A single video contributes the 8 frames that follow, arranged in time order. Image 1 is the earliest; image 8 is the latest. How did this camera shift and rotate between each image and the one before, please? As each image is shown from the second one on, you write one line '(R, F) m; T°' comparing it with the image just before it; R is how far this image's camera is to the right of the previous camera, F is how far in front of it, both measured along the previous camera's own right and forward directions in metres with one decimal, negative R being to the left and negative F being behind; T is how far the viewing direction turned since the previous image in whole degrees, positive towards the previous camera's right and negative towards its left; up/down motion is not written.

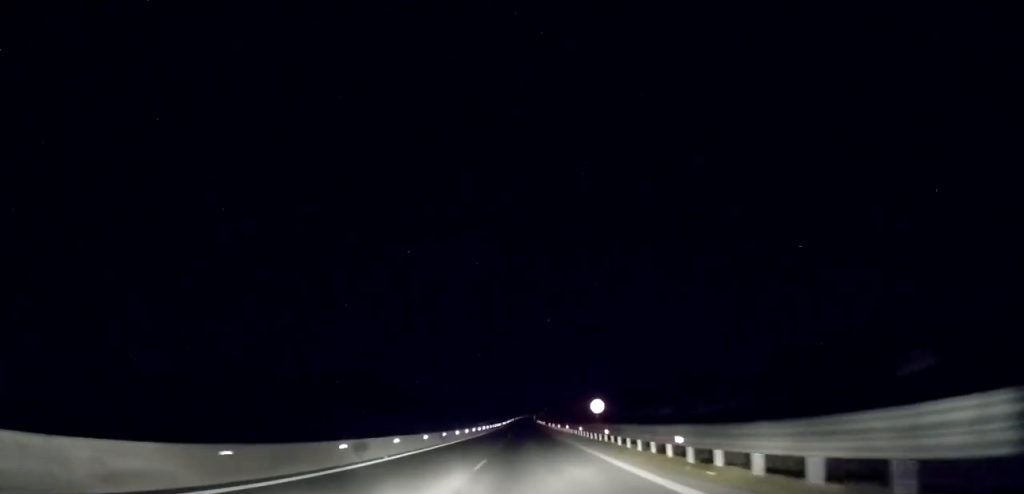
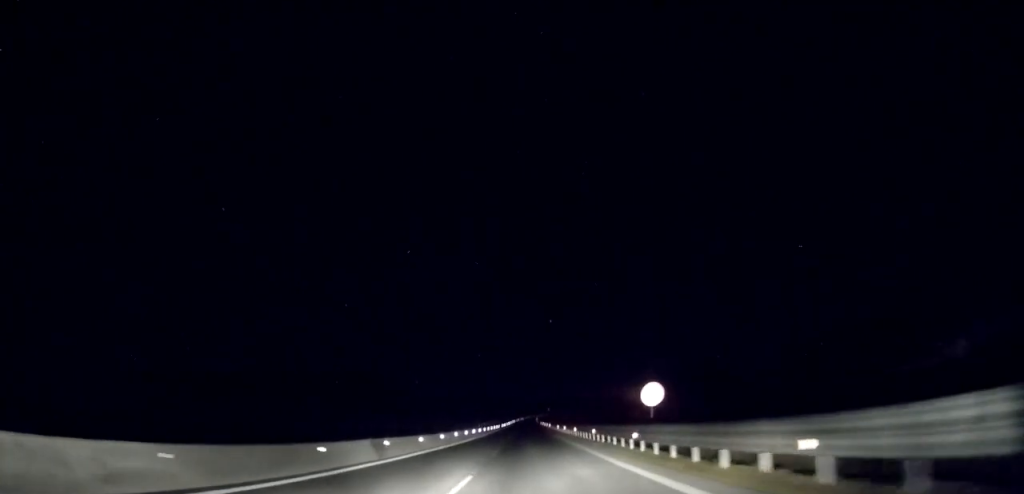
(+0.2, +18.6) m; 0°
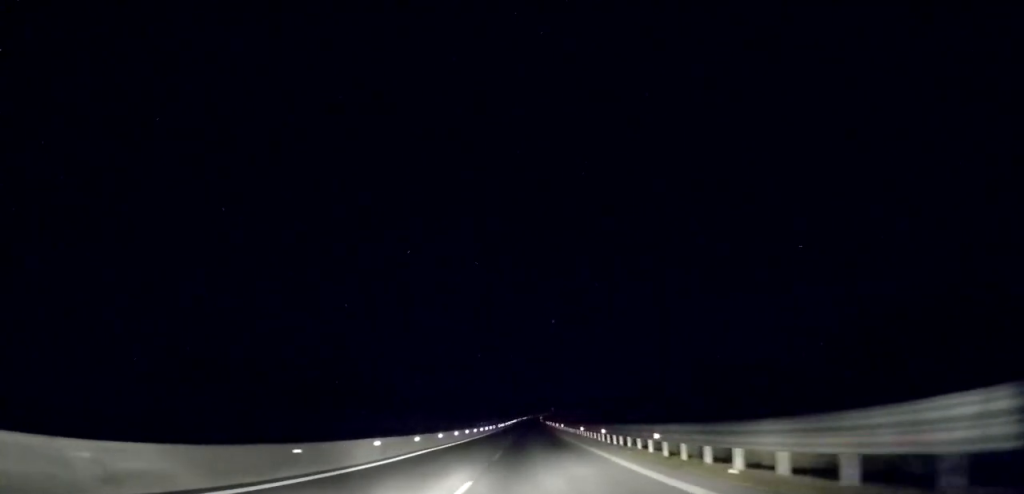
(-0.3, +26.3) m; -1°
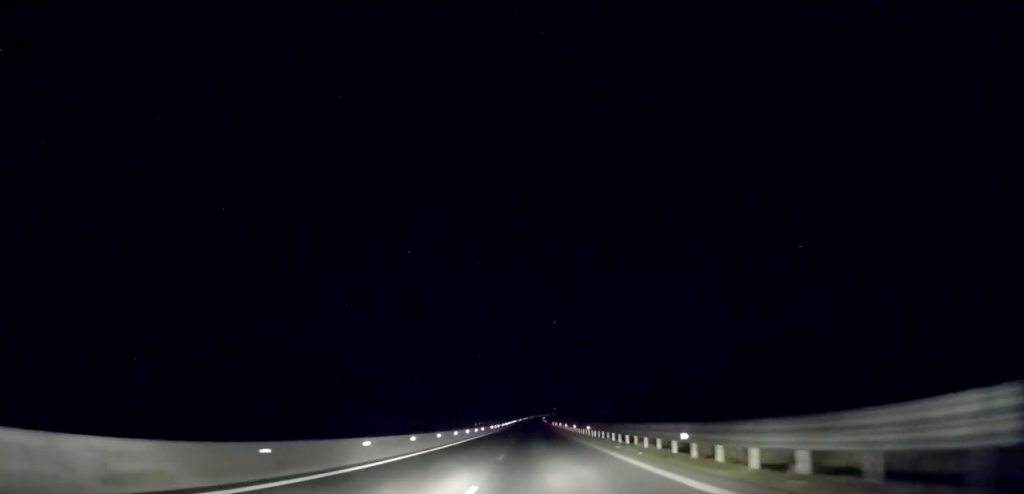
(-0.1, +26.1) m; 0°
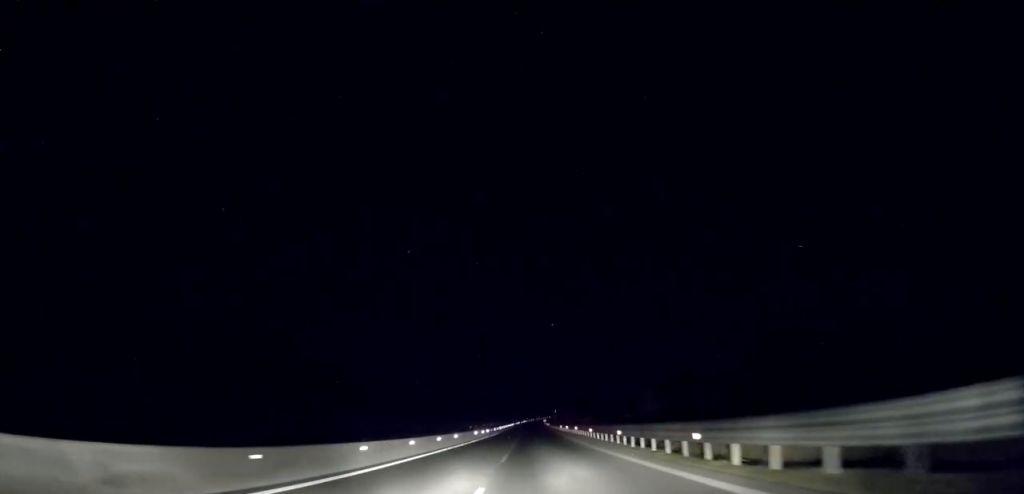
(+0.2, +24.6) m; 0°
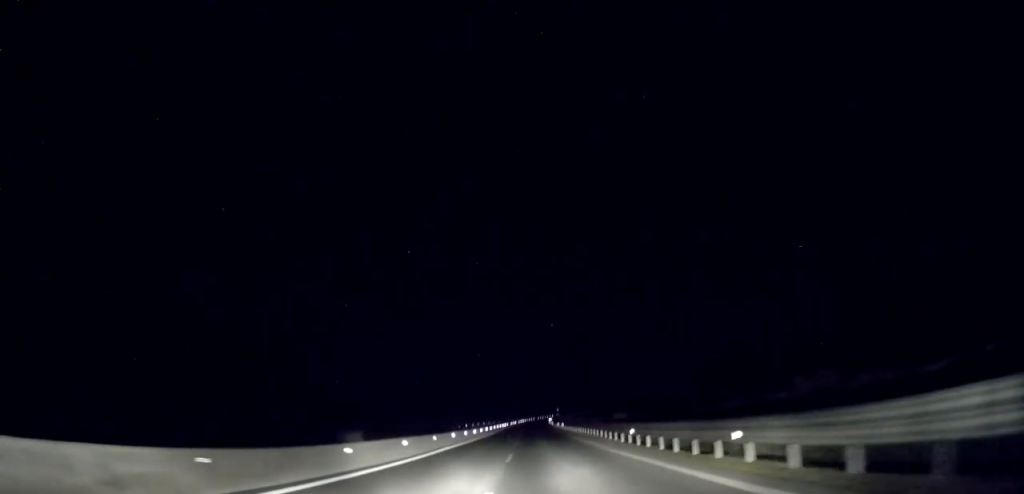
(-0.2, +49.8) m; 0°
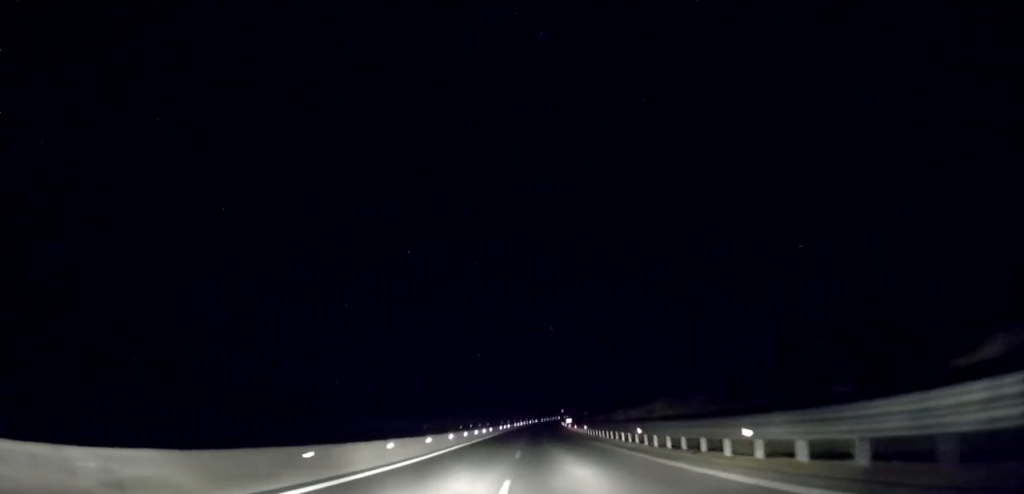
(+1.2, +59.9) m; +1°
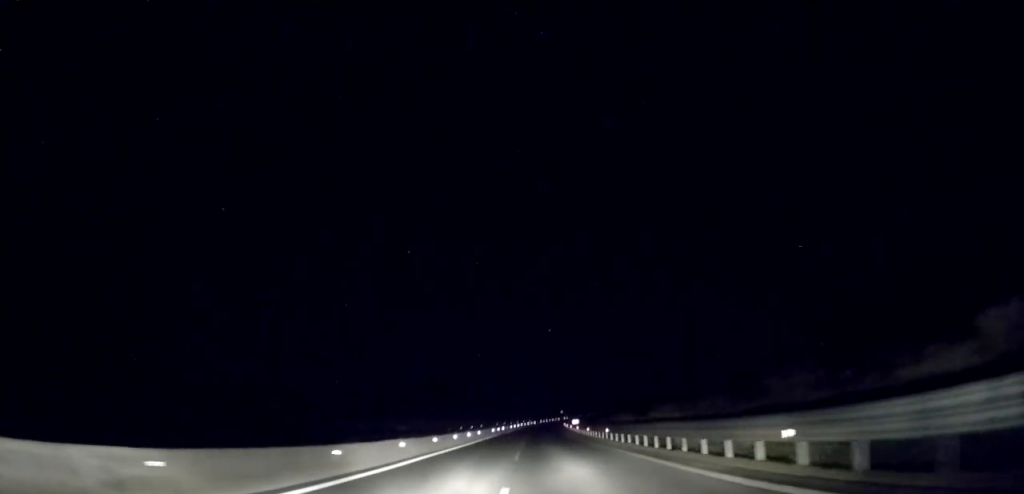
(-0.2, +14.1) m; 0°
